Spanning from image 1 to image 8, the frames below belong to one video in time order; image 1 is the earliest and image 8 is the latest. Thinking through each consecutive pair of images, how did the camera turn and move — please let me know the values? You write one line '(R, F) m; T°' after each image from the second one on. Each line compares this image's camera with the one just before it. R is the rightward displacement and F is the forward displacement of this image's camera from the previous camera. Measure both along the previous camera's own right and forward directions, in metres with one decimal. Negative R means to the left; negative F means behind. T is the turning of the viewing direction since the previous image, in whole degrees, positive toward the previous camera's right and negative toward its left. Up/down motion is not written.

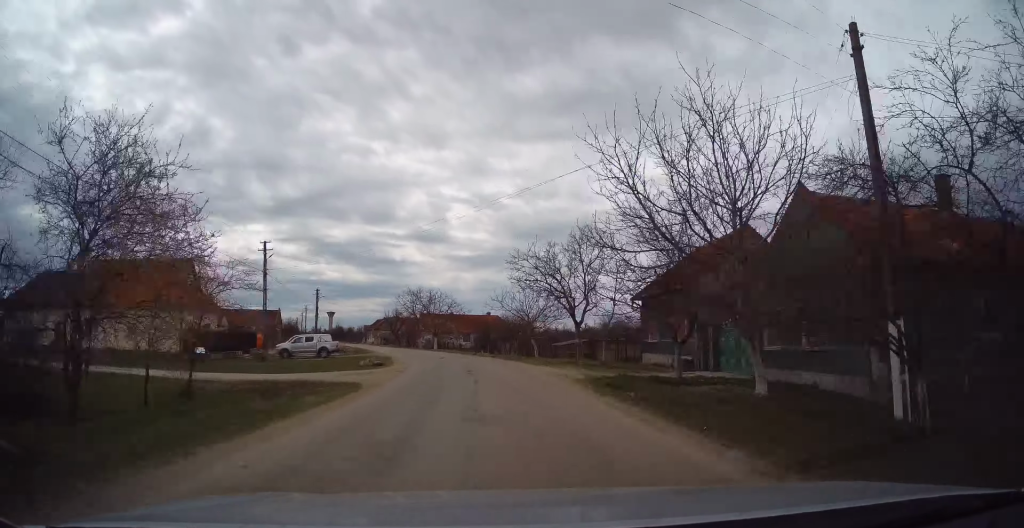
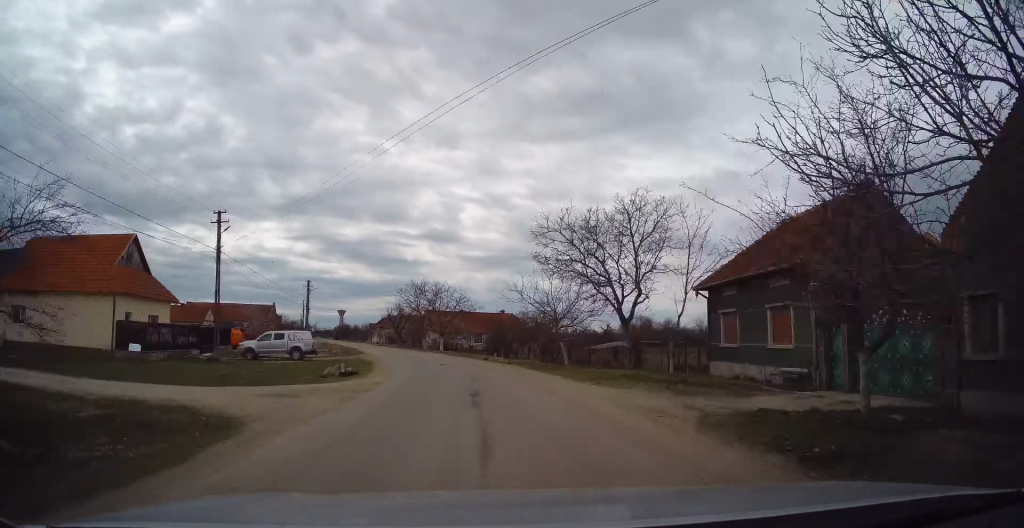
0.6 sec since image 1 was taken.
(-0.3, +9.0) m; -2°
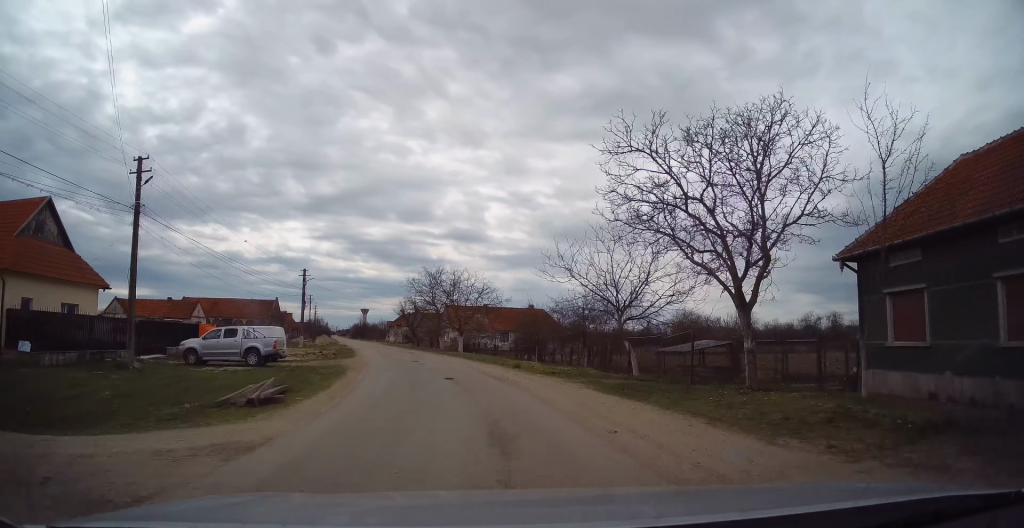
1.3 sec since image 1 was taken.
(-0.1, +10.0) m; -2°
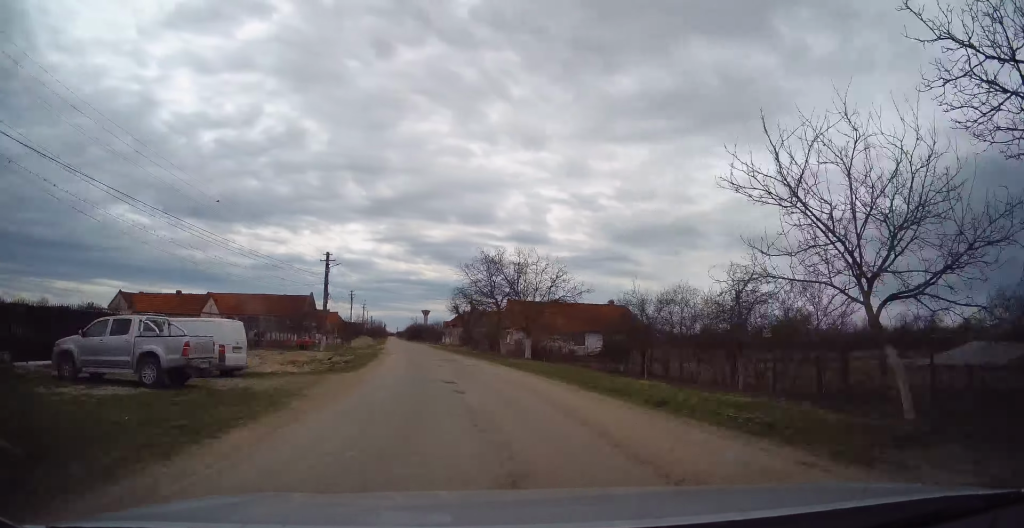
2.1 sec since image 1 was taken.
(-0.1, +12.0) m; -3°
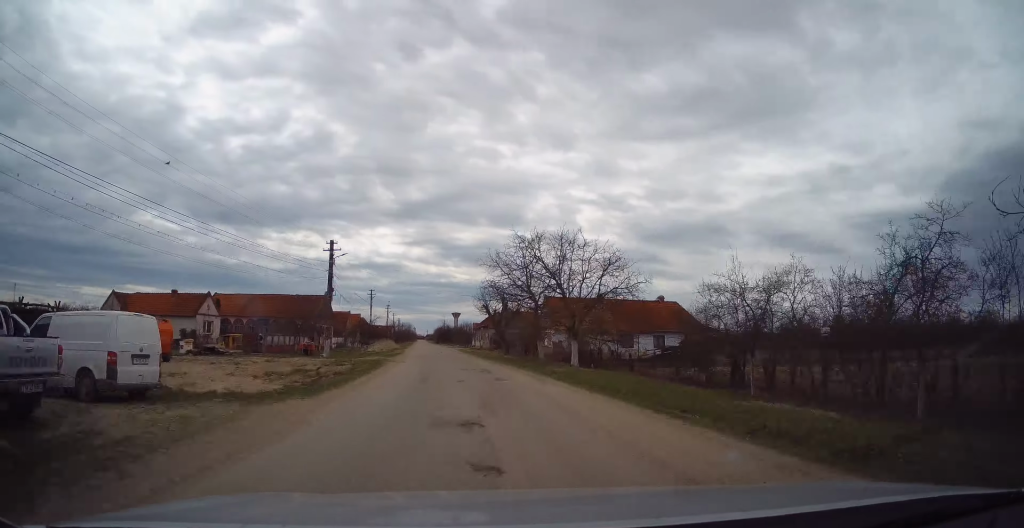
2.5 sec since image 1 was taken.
(-0.3, +7.1) m; -3°
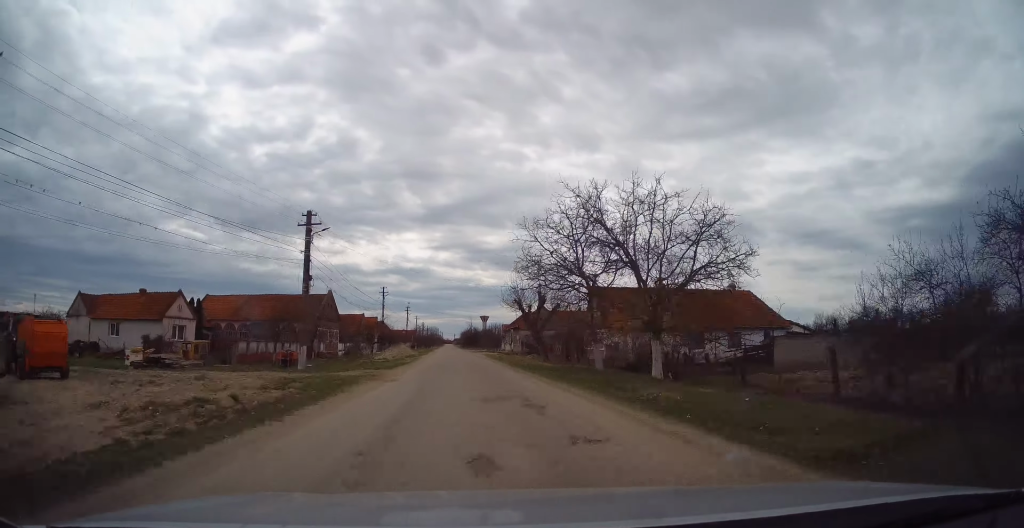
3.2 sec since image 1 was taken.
(-0.3, +10.2) m; -4°
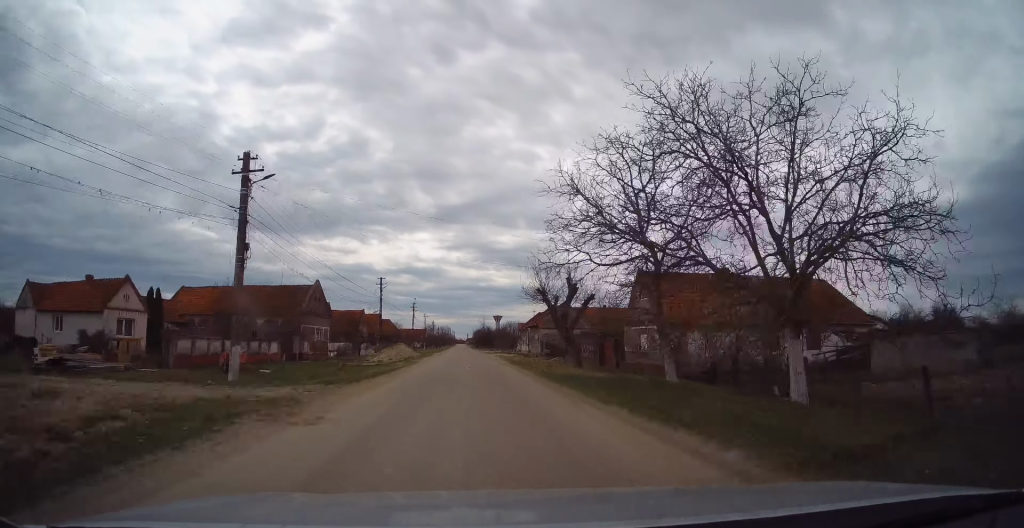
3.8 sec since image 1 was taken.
(-0.5, +8.8) m; -2°
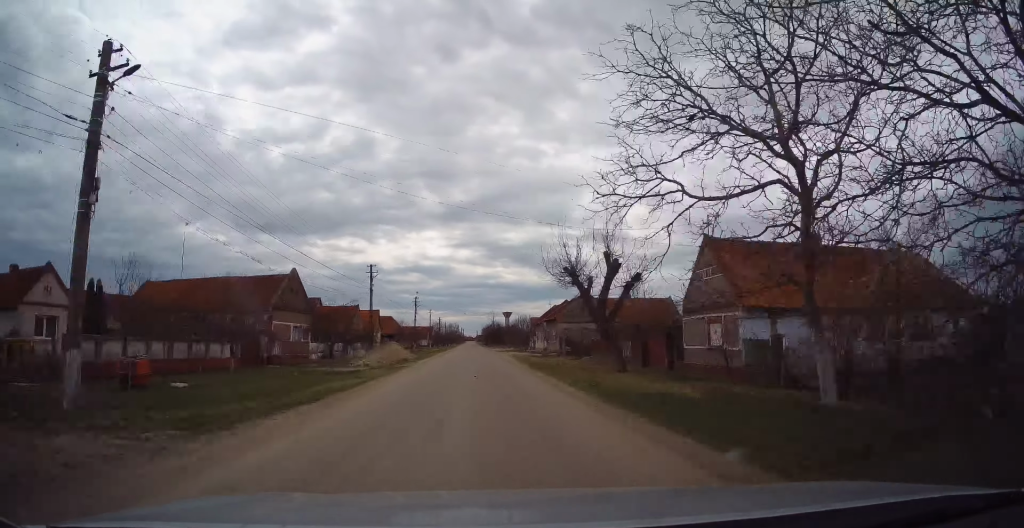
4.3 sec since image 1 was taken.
(-0.1, +8.4) m; -2°
